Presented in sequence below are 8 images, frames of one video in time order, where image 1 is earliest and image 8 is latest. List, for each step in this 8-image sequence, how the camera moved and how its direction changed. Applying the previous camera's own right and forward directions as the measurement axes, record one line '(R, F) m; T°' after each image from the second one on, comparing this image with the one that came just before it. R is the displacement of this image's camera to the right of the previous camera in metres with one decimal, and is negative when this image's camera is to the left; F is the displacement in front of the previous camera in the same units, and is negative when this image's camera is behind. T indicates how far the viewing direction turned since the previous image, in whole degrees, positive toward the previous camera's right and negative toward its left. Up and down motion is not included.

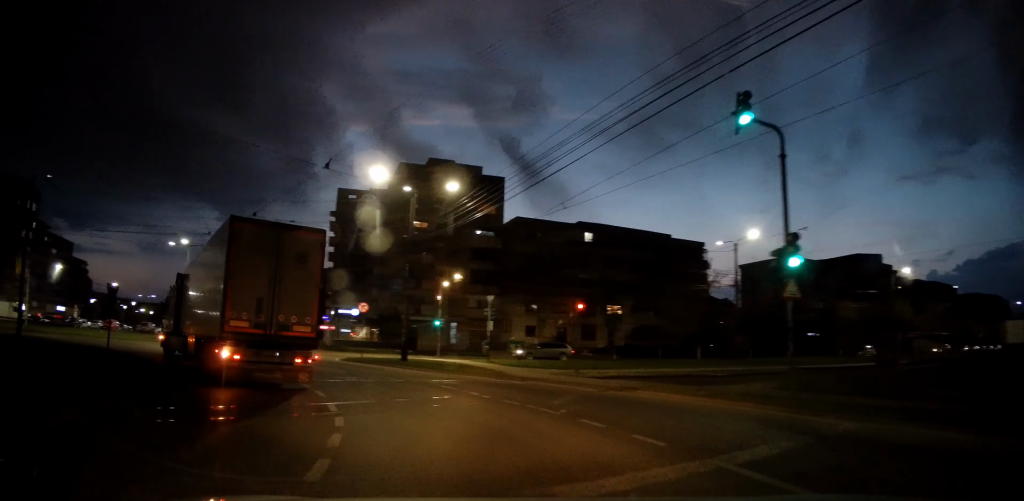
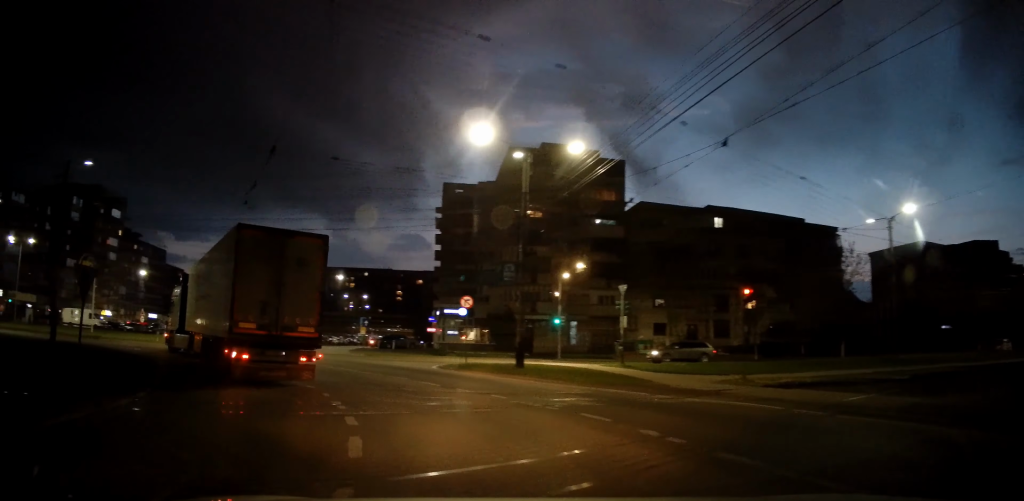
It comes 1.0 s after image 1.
(-0.9, +6.3) m; -13°
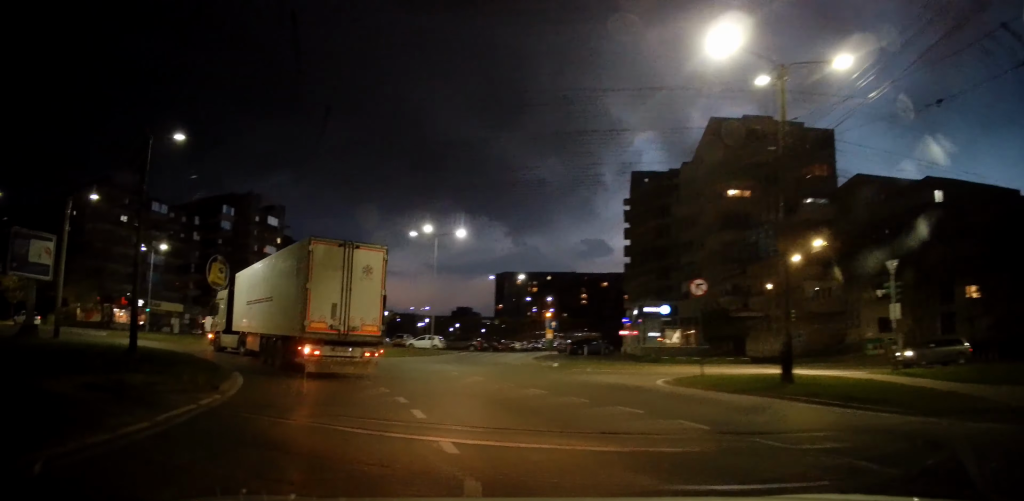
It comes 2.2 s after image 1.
(-0.9, +8.0) m; -14°
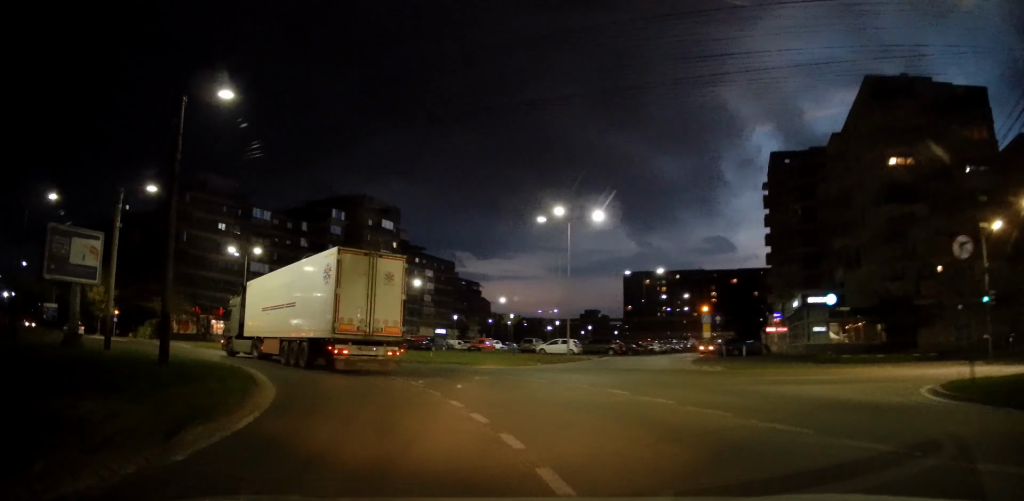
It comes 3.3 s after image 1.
(-0.8, +6.7) m; -15°
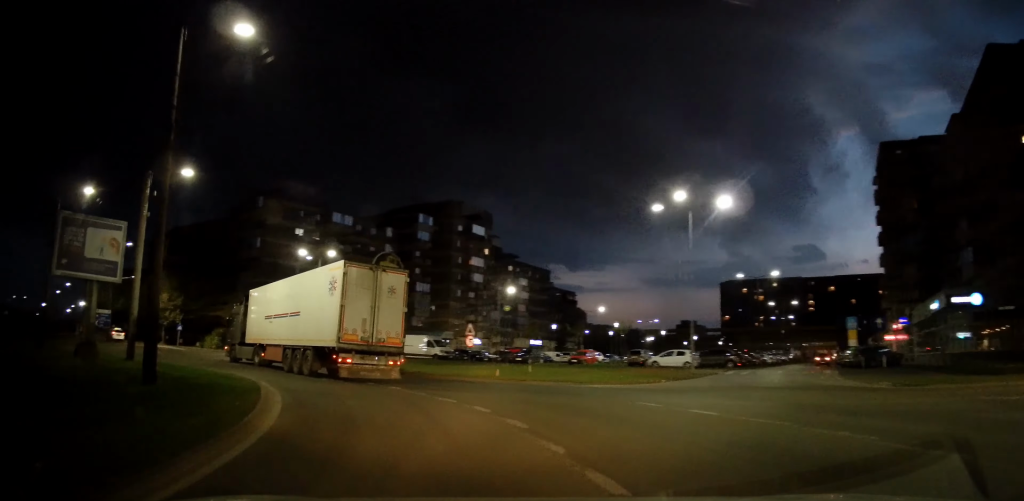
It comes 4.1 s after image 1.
(-0.6, +5.6) m; -12°
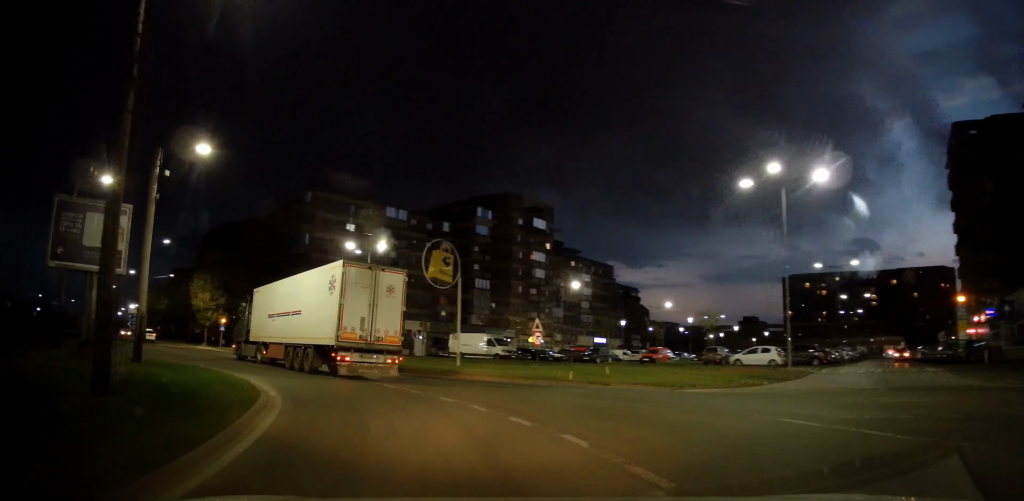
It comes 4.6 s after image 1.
(-0.3, +3.8) m; -6°
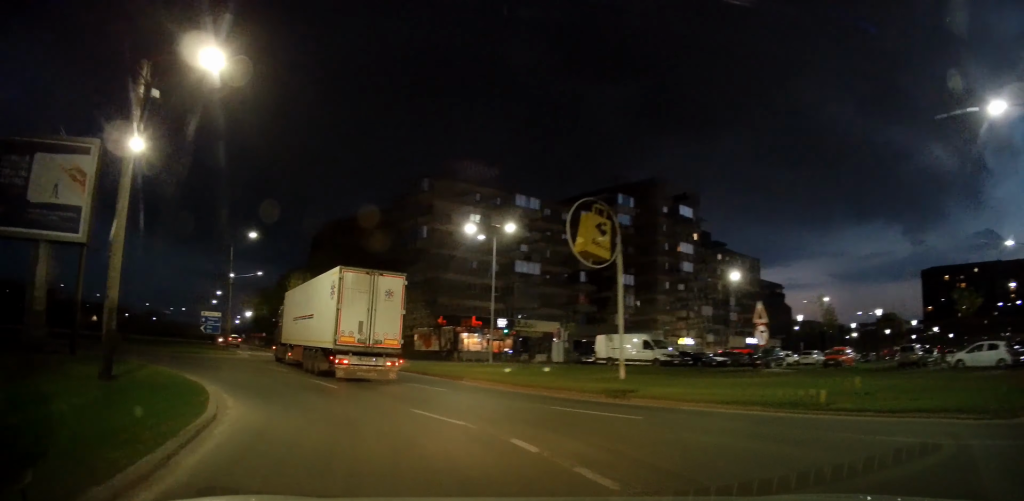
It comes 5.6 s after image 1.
(-0.8, +8.7) m; -10°
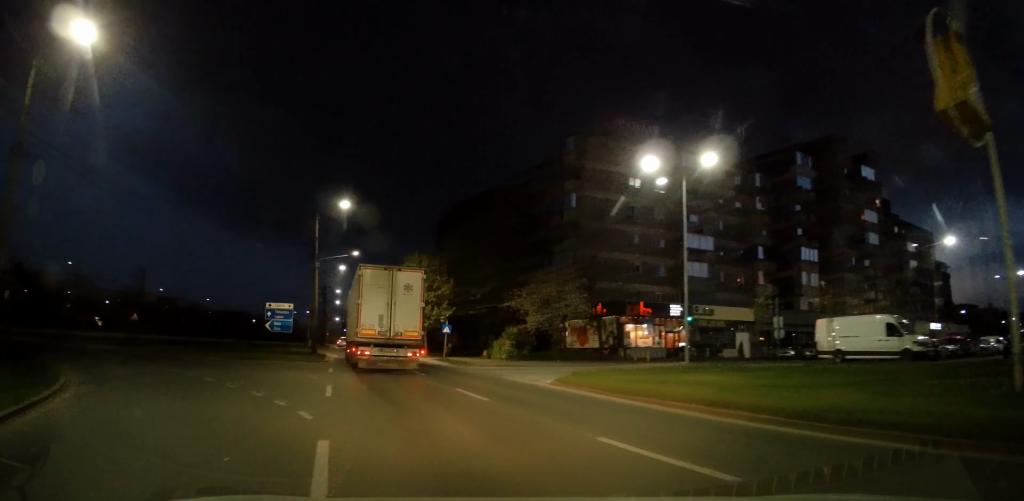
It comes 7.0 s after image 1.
(-1.4, +11.8) m; -15°
